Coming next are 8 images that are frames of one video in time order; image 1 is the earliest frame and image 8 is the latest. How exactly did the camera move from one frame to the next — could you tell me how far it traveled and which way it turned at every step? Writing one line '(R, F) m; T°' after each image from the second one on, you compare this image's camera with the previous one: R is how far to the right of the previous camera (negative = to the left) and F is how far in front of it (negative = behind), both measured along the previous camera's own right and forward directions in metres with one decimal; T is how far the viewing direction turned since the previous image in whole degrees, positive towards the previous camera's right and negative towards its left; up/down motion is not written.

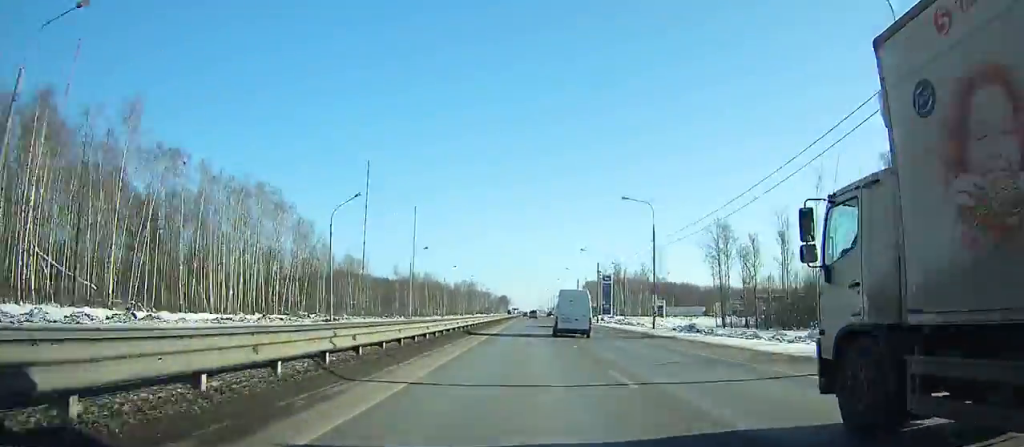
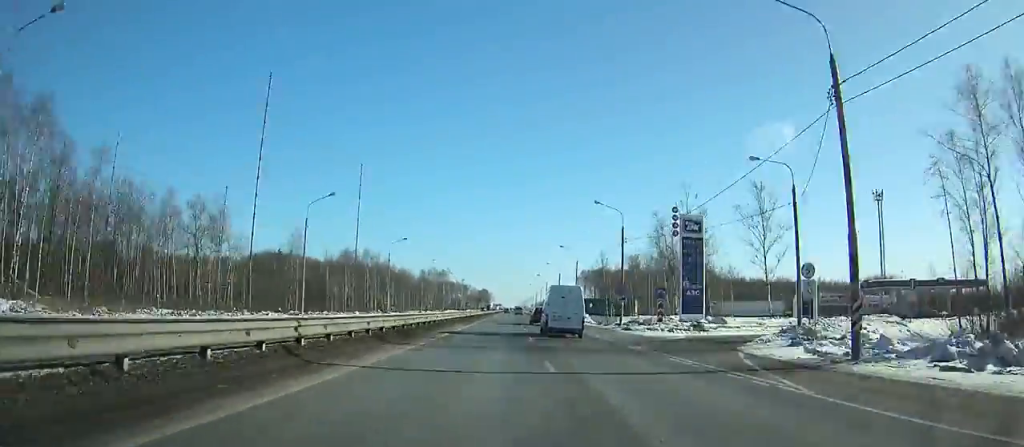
(+0.1, +67.2) m; 0°
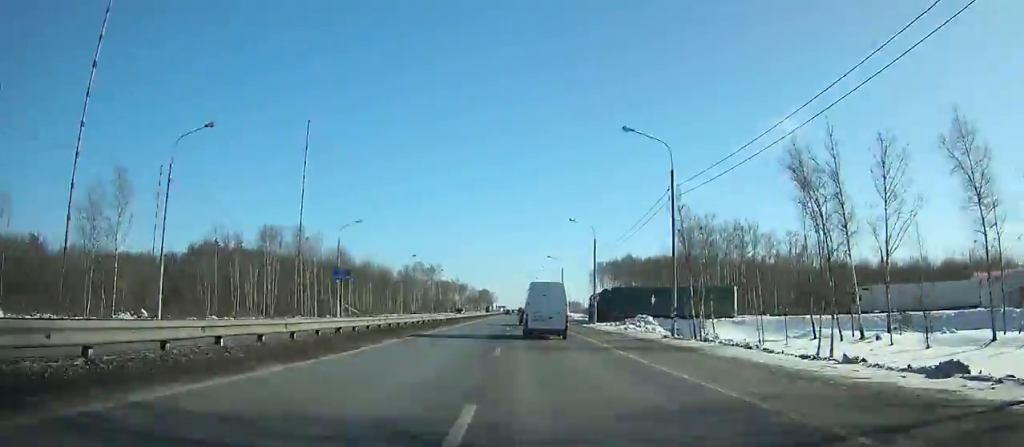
(-0.7, +54.2) m; 0°
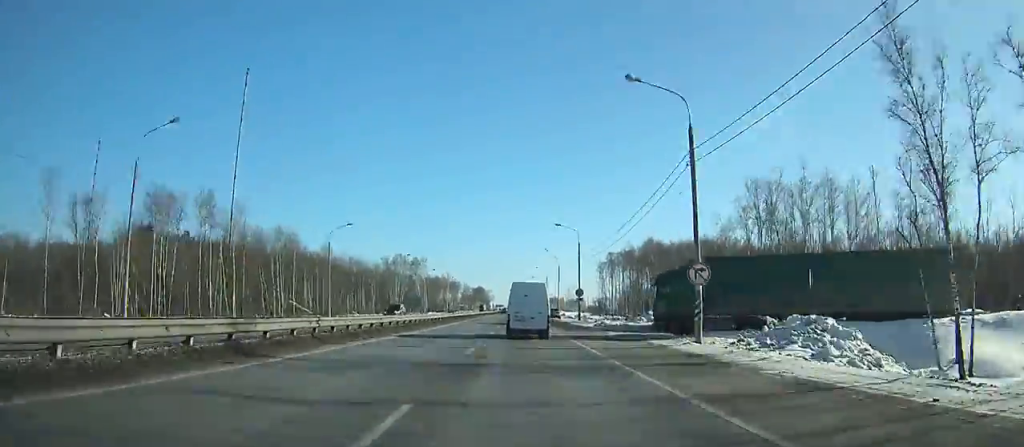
(+0.5, +37.1) m; 0°
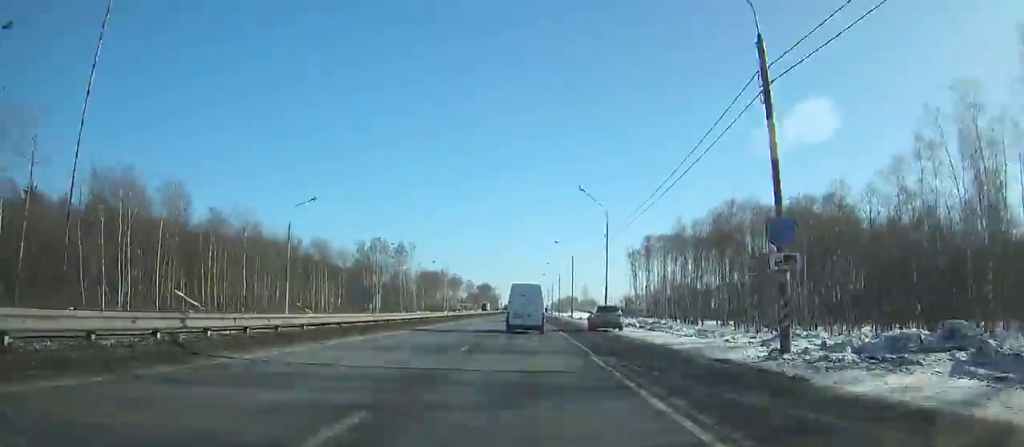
(0.0, +50.4) m; 0°
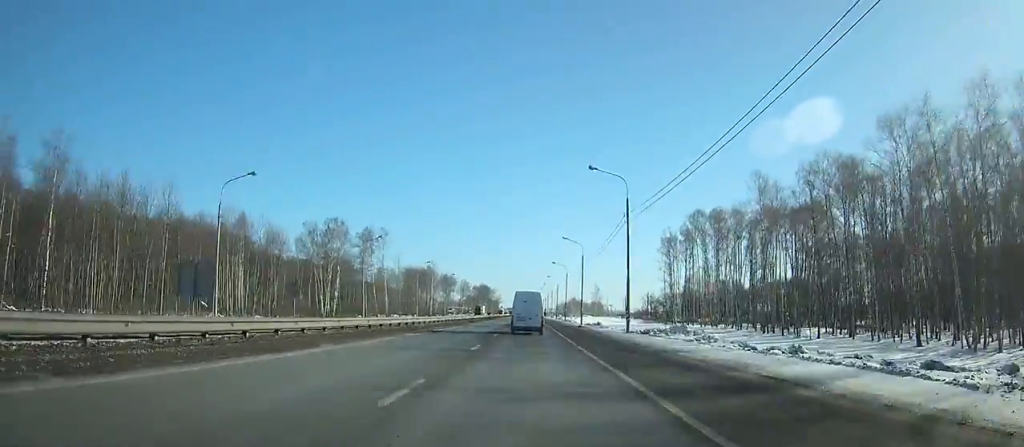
(-0.2, +44.6) m; 0°
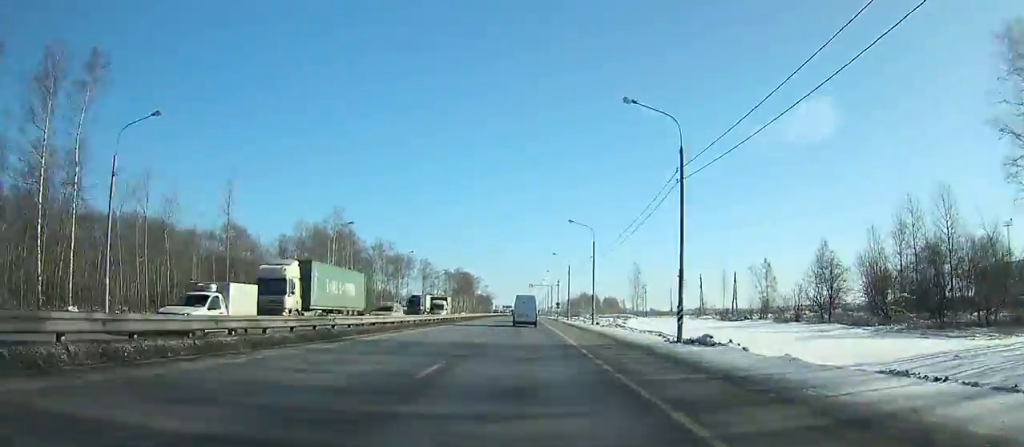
(-0.2, +116.8) m; 0°
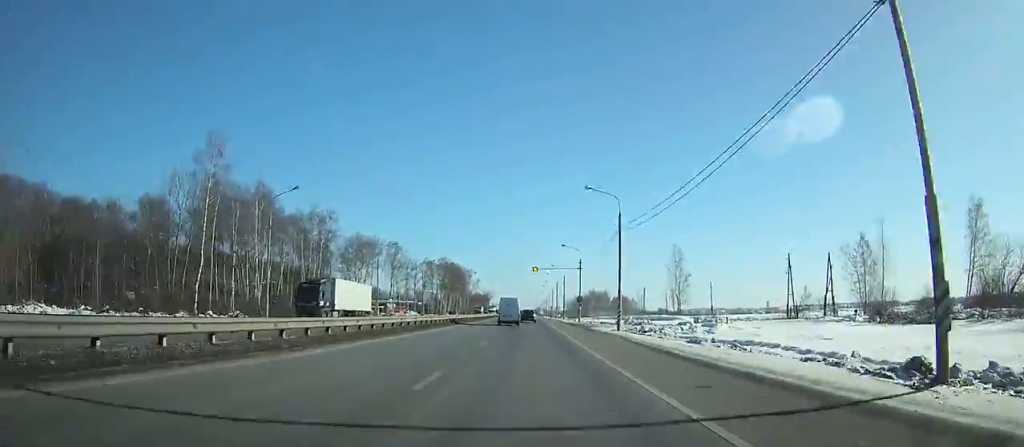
(-0.1, +49.4) m; 0°
